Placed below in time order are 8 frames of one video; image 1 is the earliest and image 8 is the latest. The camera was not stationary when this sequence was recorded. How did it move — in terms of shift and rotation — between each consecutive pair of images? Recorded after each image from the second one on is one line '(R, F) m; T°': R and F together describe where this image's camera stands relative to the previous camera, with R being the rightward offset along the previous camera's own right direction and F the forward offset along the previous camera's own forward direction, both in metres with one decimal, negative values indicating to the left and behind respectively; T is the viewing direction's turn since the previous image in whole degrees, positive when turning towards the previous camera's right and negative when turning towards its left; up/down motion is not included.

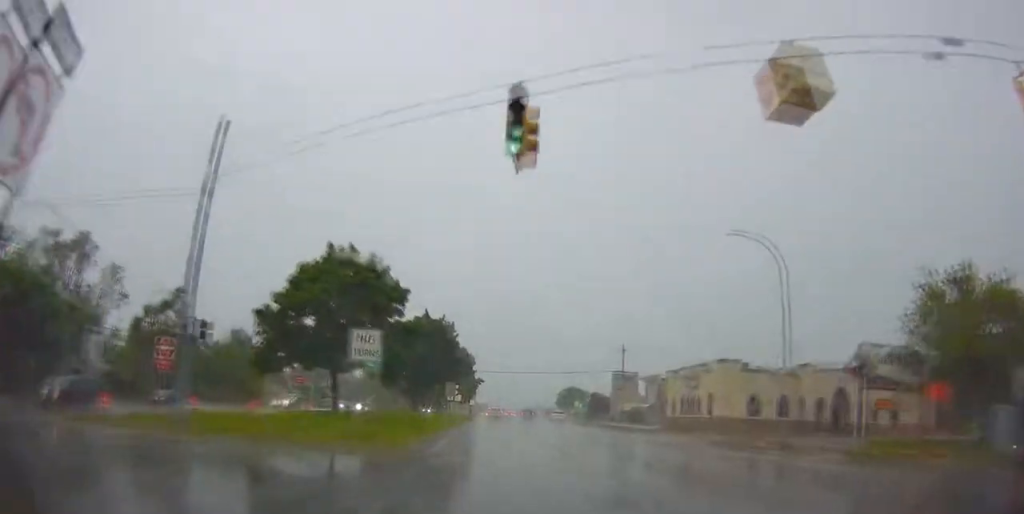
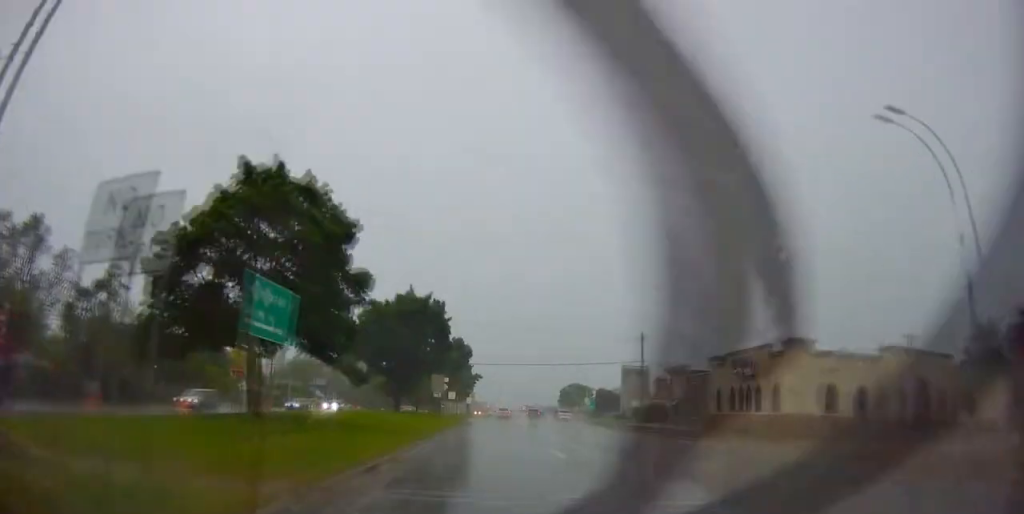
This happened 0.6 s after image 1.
(-0.1, +11.9) m; -2°
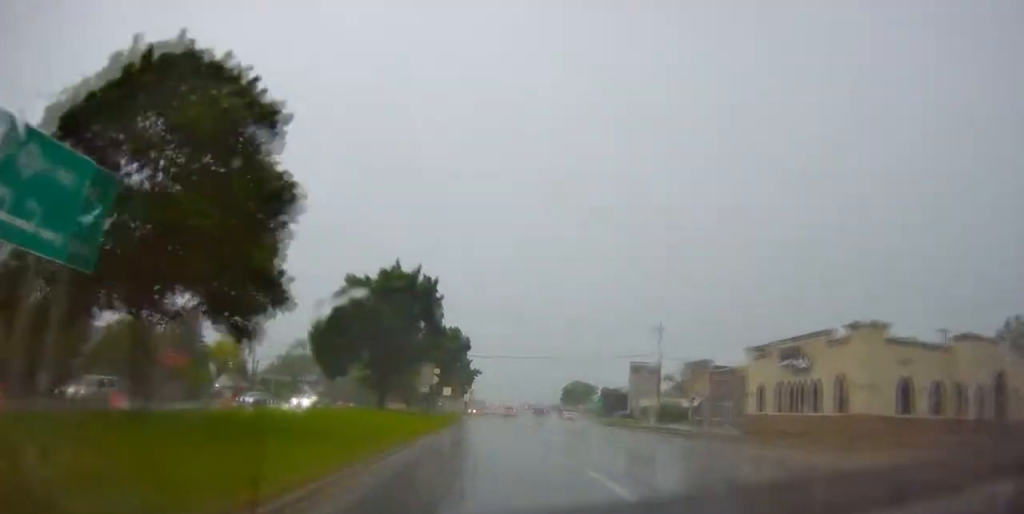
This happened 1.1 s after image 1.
(-0.2, +8.1) m; 0°
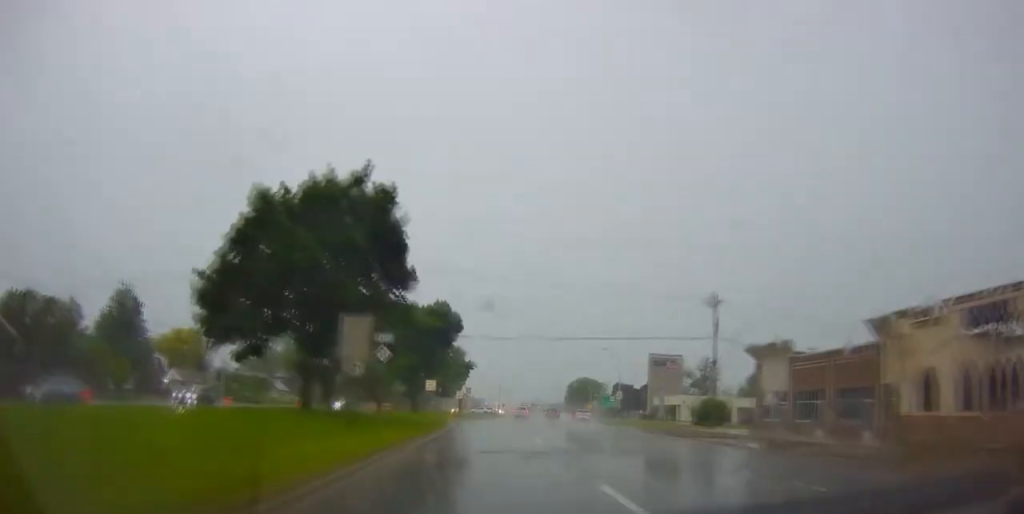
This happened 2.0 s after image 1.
(0.0, +17.5) m; +1°
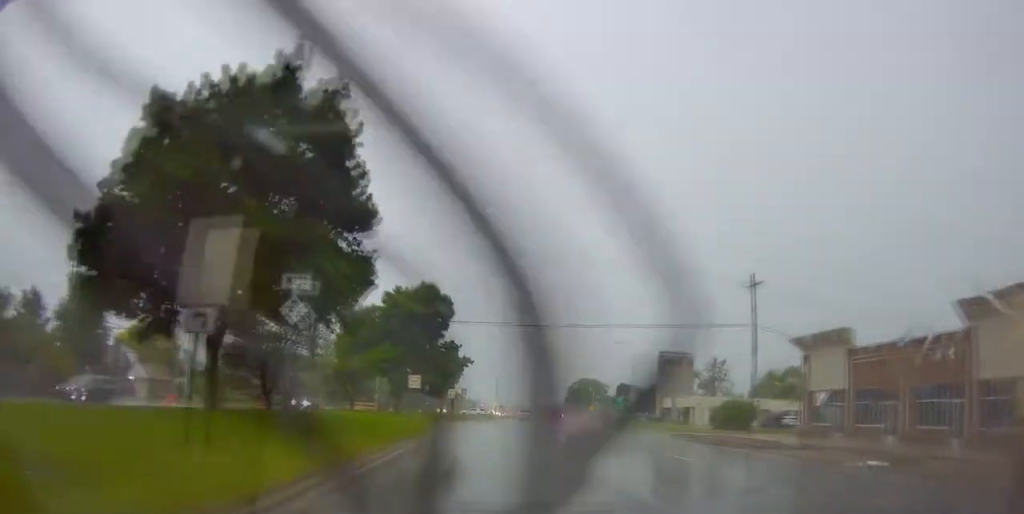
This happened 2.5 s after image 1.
(+0.4, +8.7) m; +1°
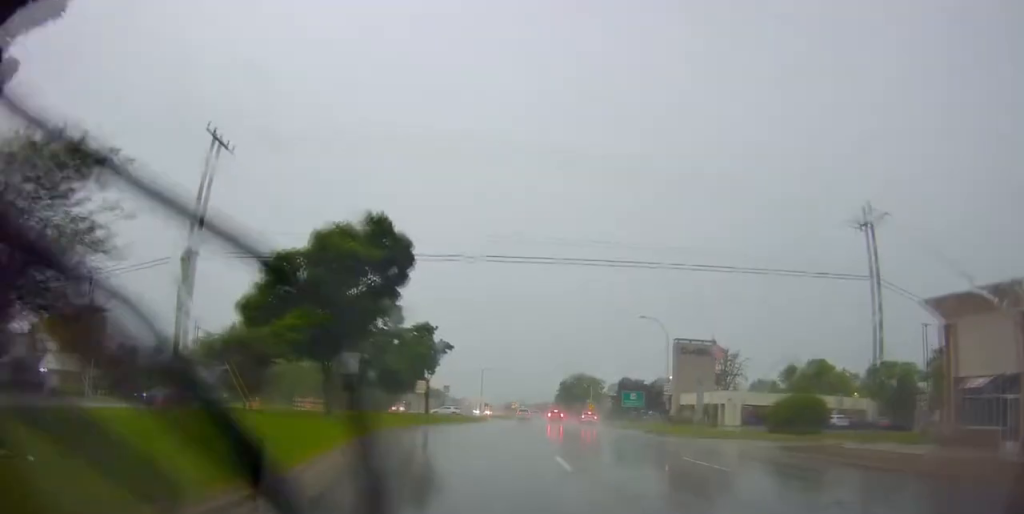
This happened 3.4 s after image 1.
(-0.1, +16.9) m; 0°
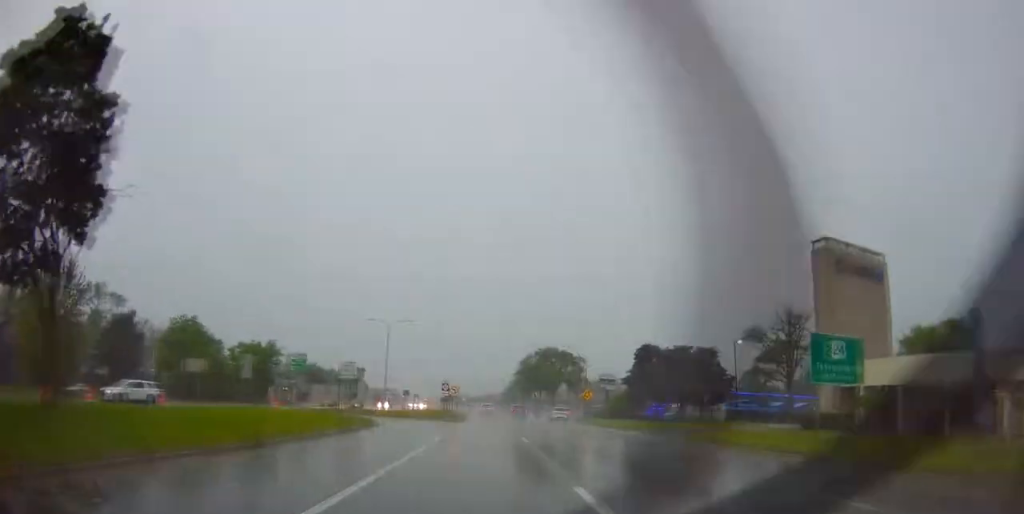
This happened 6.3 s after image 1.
(+1.3, +55.7) m; +3°
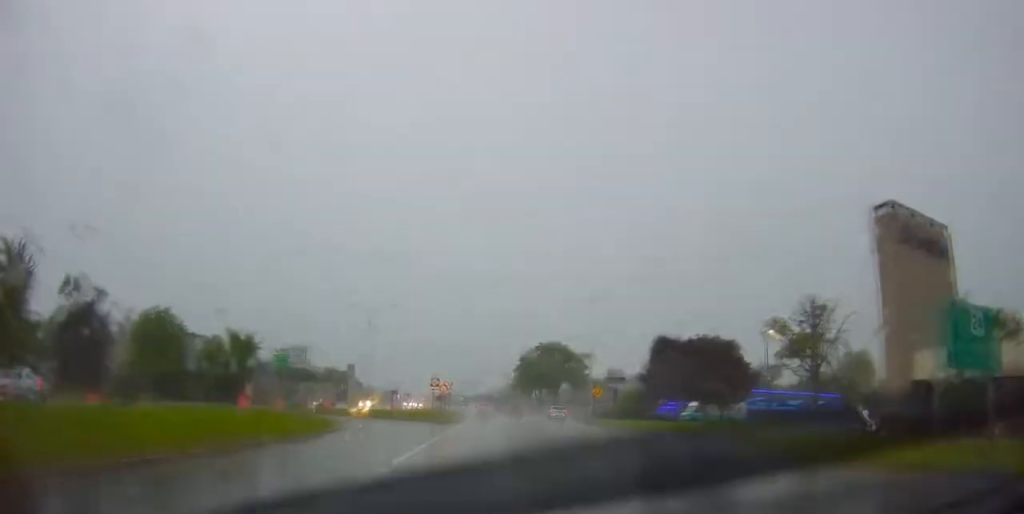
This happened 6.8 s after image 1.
(0.0, +8.5) m; +1°
